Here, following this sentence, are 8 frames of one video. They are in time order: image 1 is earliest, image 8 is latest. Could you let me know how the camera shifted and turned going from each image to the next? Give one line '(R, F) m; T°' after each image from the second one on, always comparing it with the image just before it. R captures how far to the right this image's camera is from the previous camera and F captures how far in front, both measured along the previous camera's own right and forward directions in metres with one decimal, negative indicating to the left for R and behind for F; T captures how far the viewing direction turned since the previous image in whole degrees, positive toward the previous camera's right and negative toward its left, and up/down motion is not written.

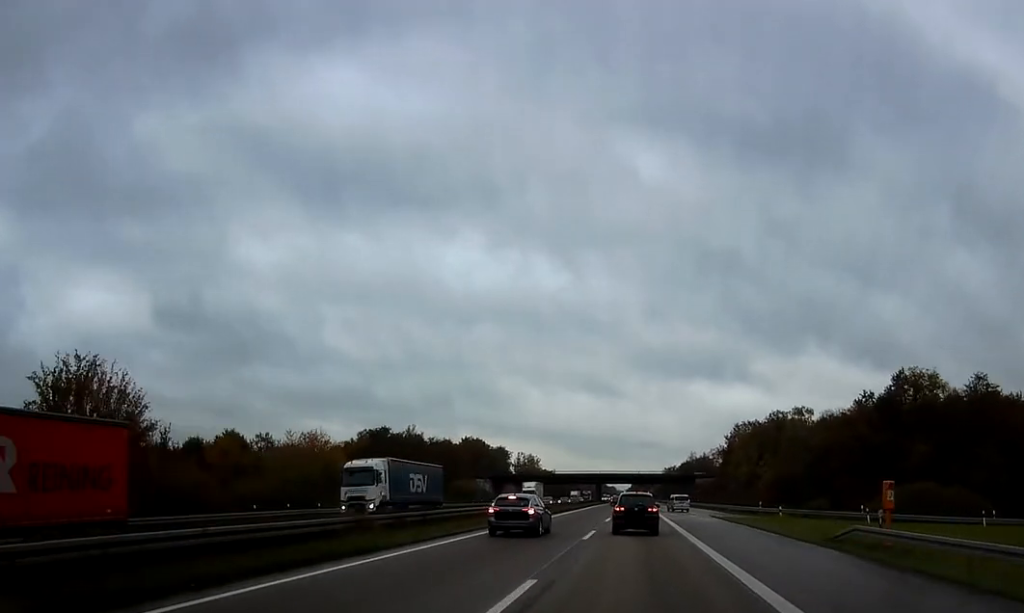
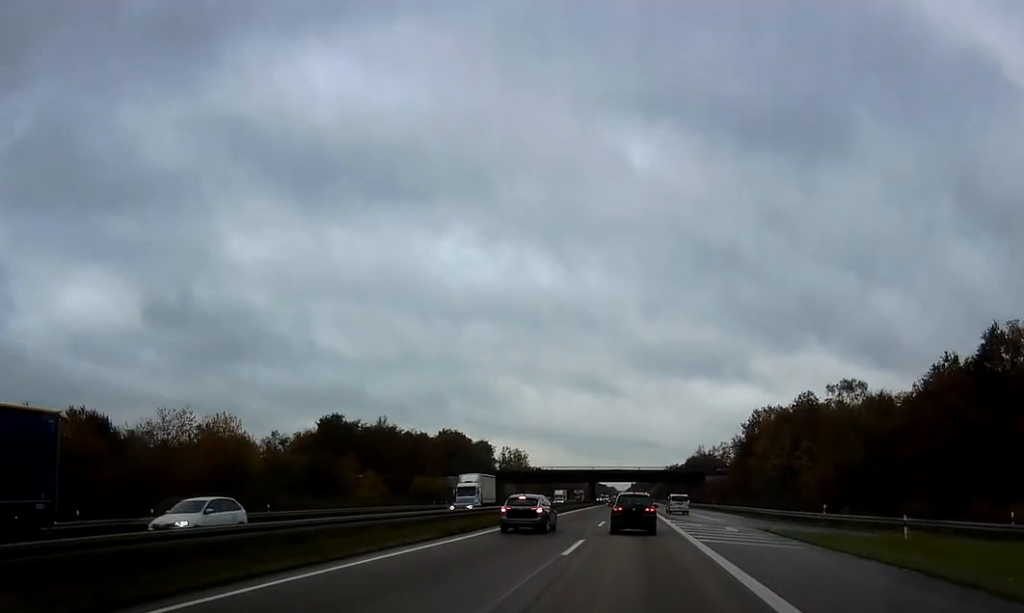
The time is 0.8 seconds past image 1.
(-0.2, +25.1) m; 0°
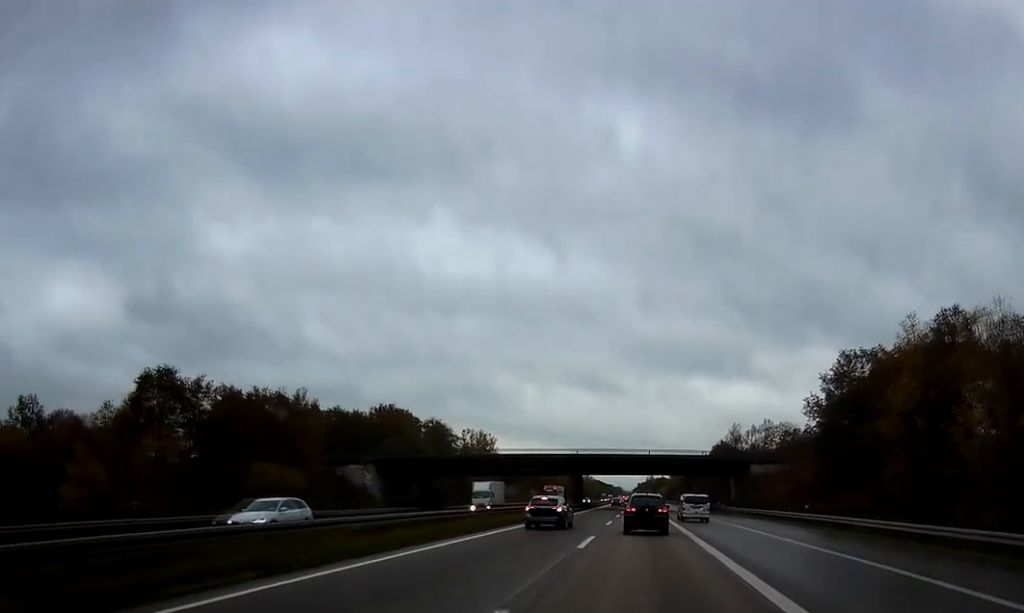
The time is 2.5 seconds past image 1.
(0.0, +52.1) m; 0°
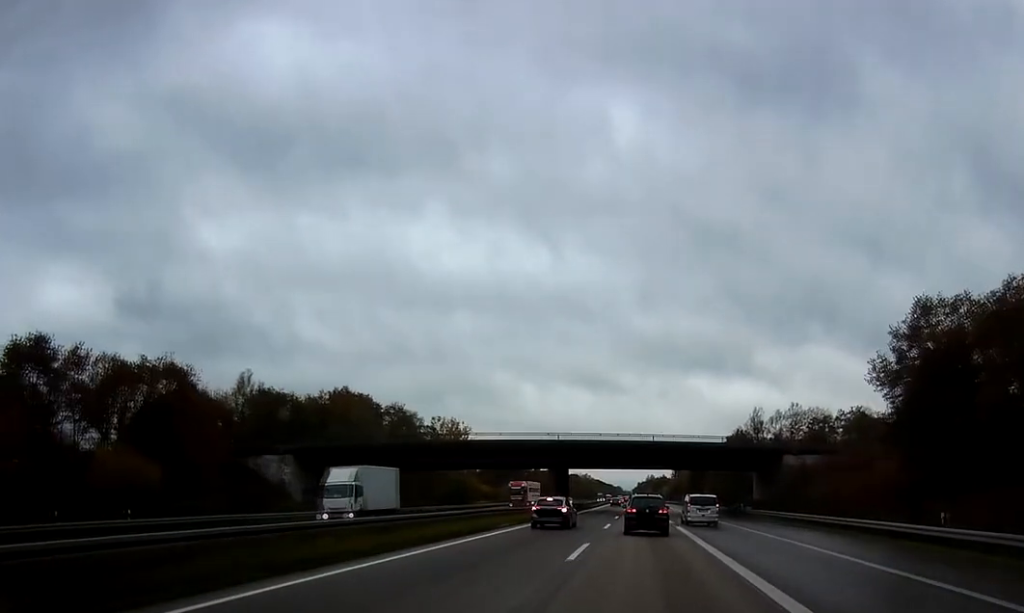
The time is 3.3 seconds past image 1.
(+0.4, +21.8) m; 0°
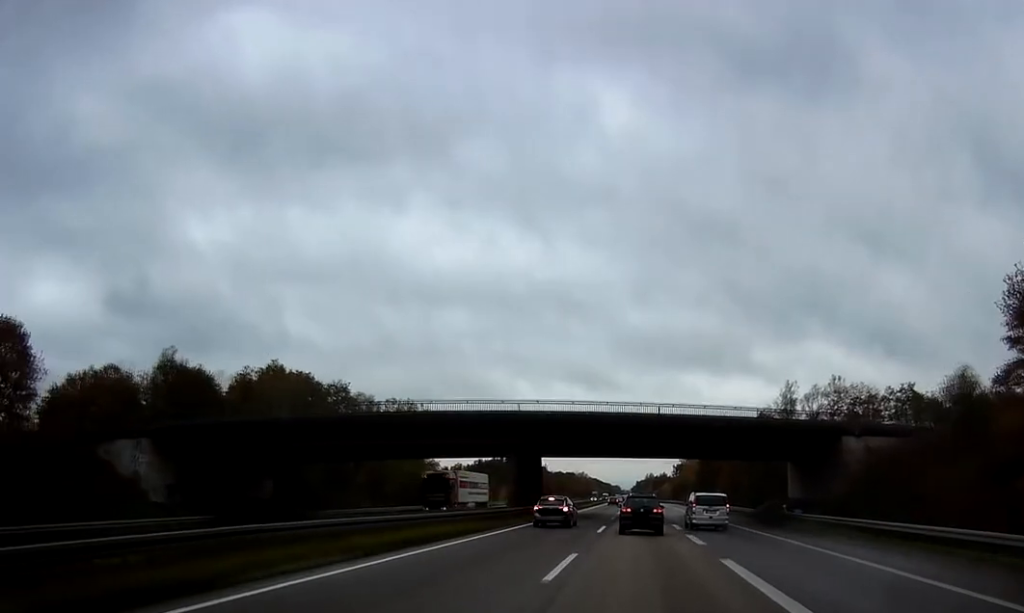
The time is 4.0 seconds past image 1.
(-0.3, +22.8) m; -1°
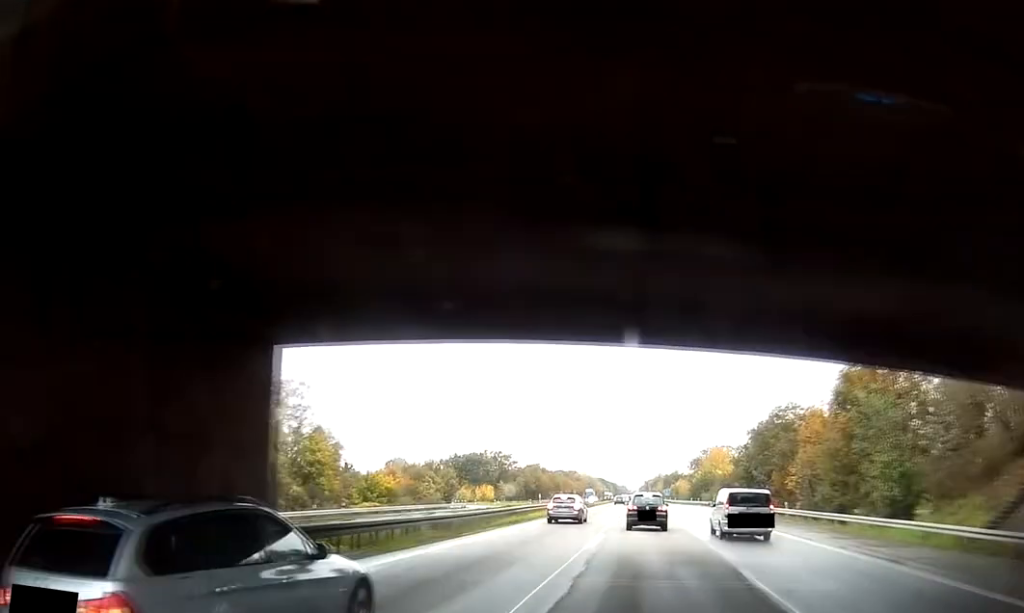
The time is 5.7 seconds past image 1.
(-0.3, +48.1) m; 0°
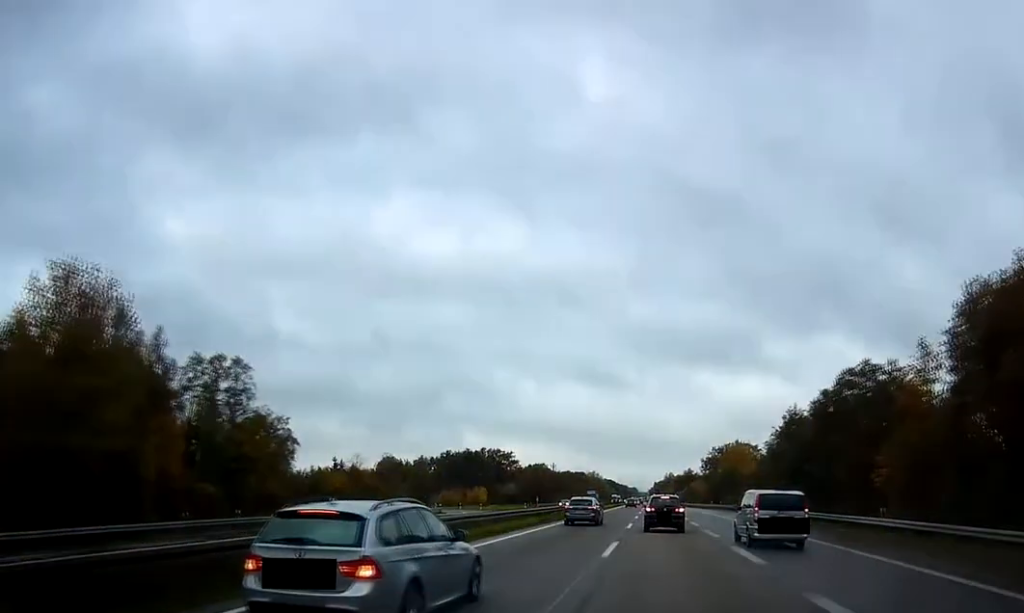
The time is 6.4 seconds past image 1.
(0.0, +21.2) m; 0°
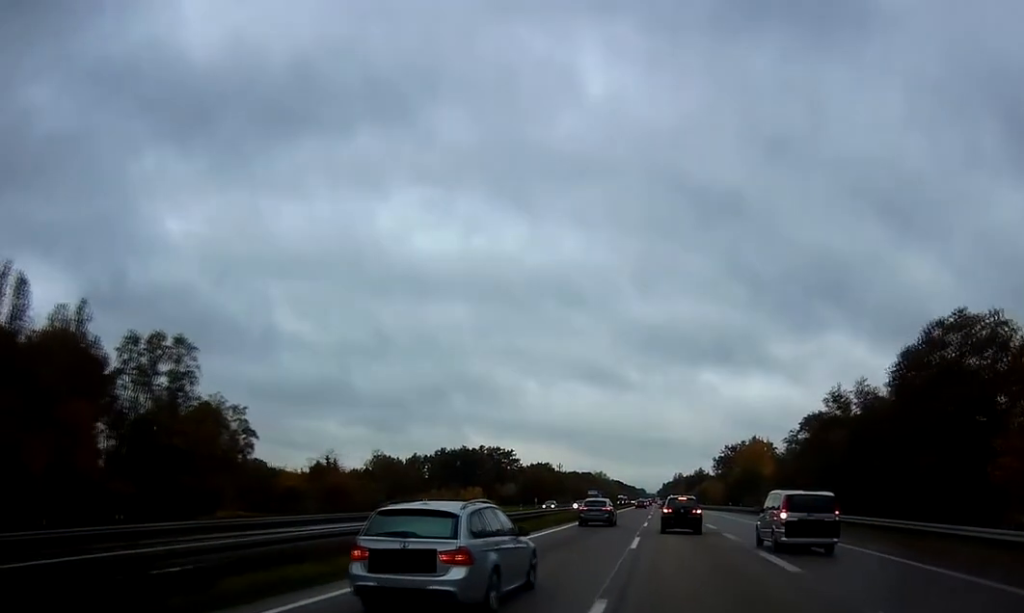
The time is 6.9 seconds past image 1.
(0.0, +13.8) m; 0°
